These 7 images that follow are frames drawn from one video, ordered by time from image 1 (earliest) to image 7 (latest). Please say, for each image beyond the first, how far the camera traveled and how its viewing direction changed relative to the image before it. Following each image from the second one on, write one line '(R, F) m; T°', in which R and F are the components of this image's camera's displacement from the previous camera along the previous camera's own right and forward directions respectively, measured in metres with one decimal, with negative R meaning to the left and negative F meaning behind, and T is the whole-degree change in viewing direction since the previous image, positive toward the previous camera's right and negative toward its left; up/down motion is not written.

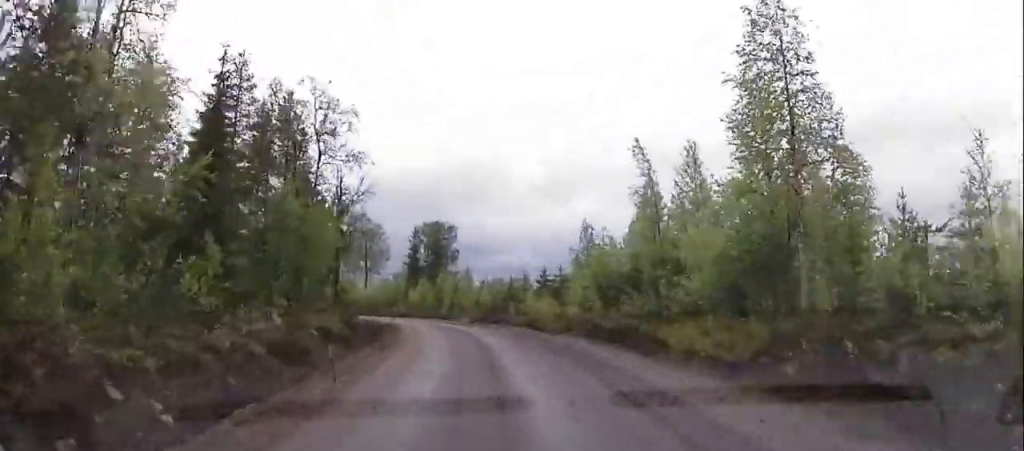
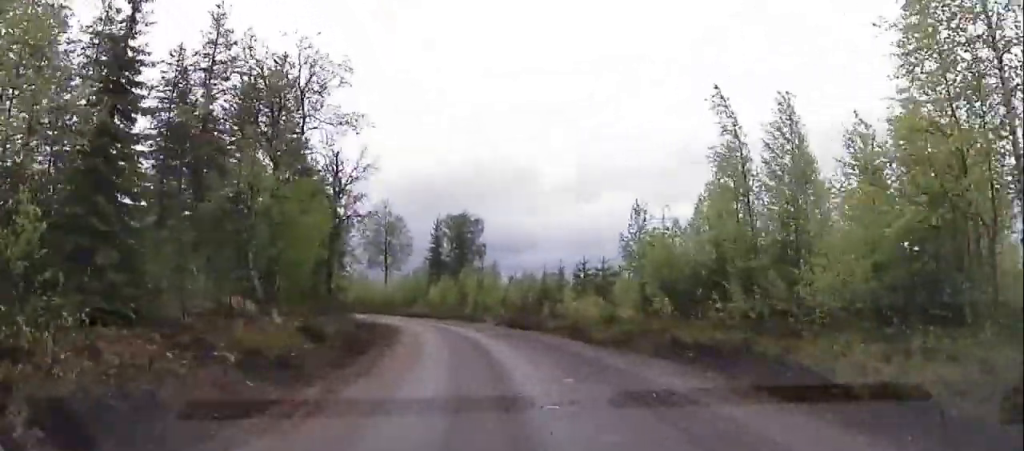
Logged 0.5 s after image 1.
(-0.4, +7.5) m; -4°
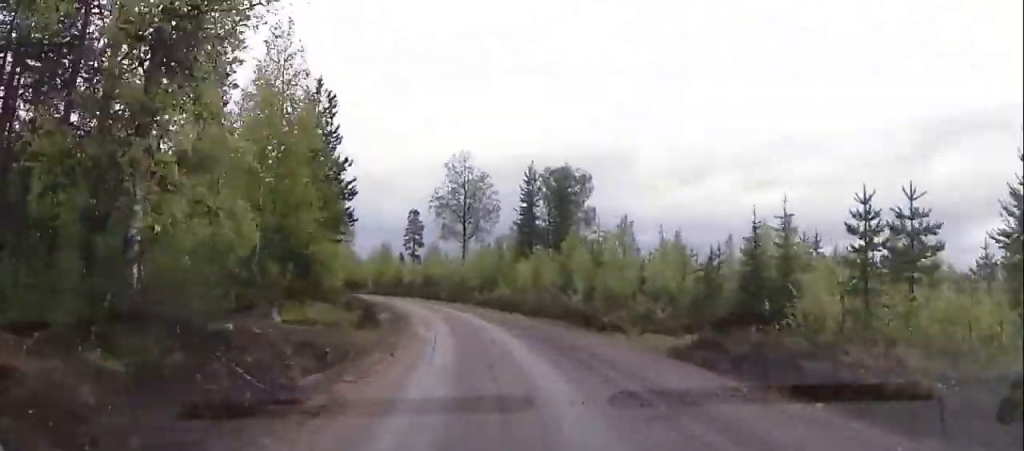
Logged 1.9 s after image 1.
(-2.2, +23.4) m; -8°
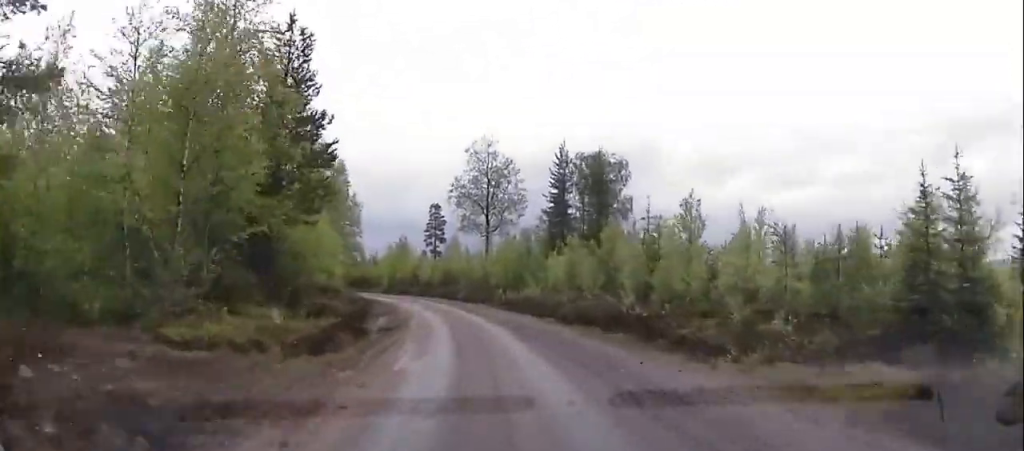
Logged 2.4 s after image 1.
(0.0, +7.4) m; 0°
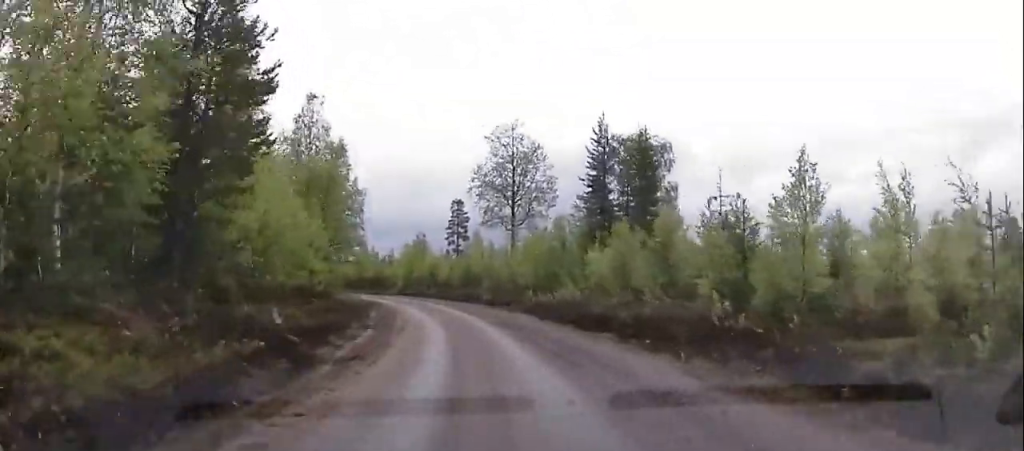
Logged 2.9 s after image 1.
(0.0, +8.0) m; -1°
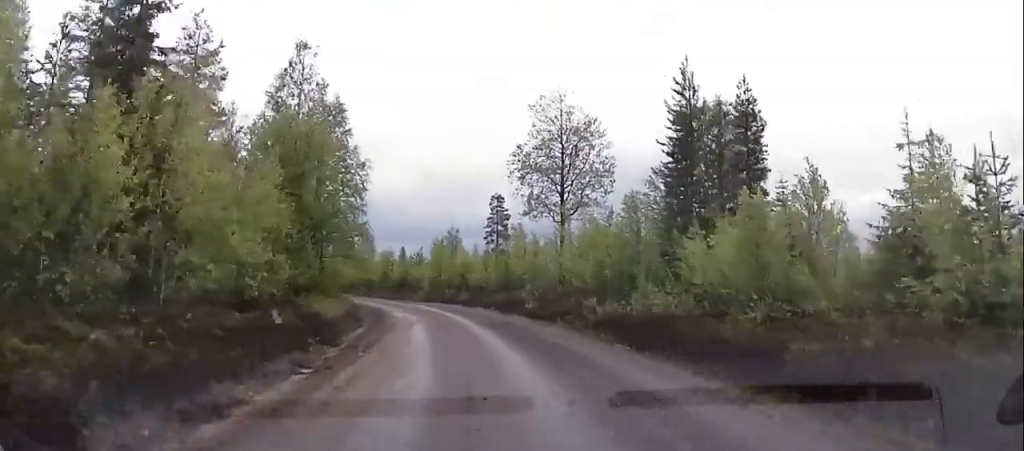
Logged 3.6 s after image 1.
(+0.1, +11.0) m; -6°
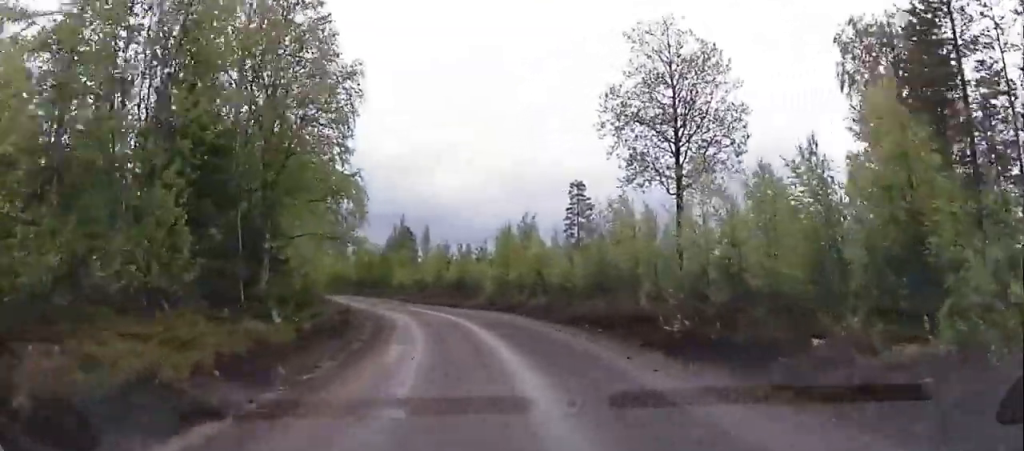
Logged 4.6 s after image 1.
(-1.9, +15.1) m; -10°
